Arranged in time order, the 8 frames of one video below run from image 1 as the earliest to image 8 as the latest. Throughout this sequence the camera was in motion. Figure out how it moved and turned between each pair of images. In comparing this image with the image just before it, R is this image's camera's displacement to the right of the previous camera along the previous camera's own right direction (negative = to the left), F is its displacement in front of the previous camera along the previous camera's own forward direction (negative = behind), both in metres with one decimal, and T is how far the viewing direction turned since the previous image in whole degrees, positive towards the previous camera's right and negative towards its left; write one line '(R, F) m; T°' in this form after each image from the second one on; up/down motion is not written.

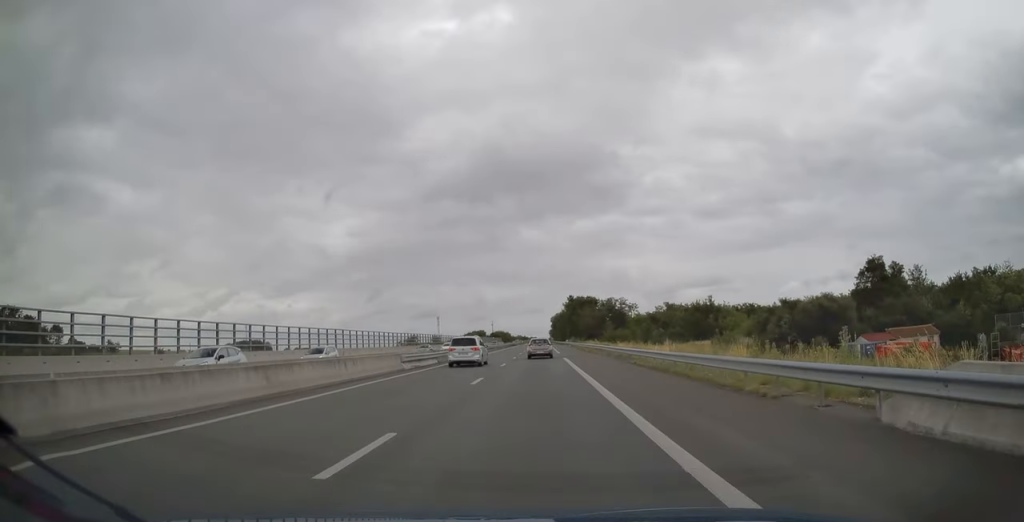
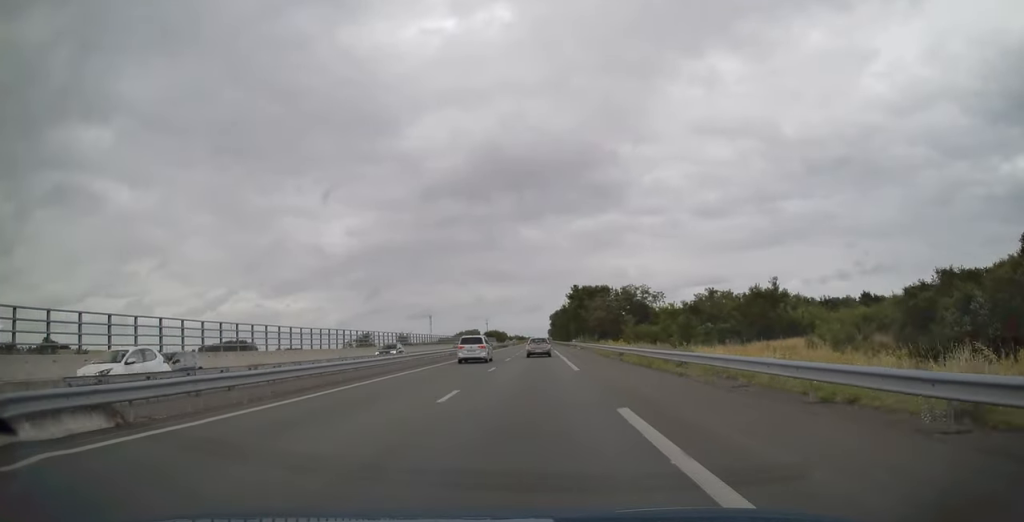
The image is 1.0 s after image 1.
(-0.2, +31.6) m; 0°
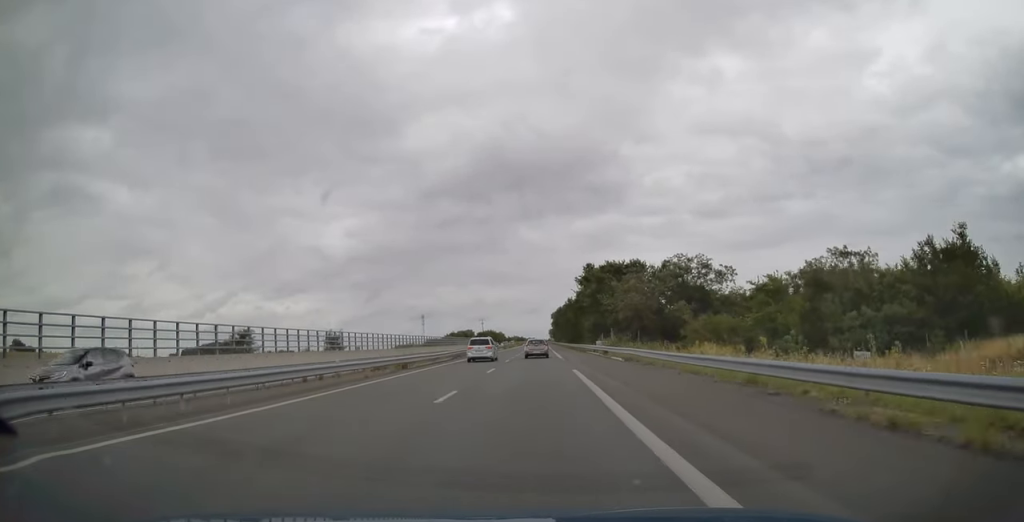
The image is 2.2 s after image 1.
(+0.3, +38.0) m; 0°
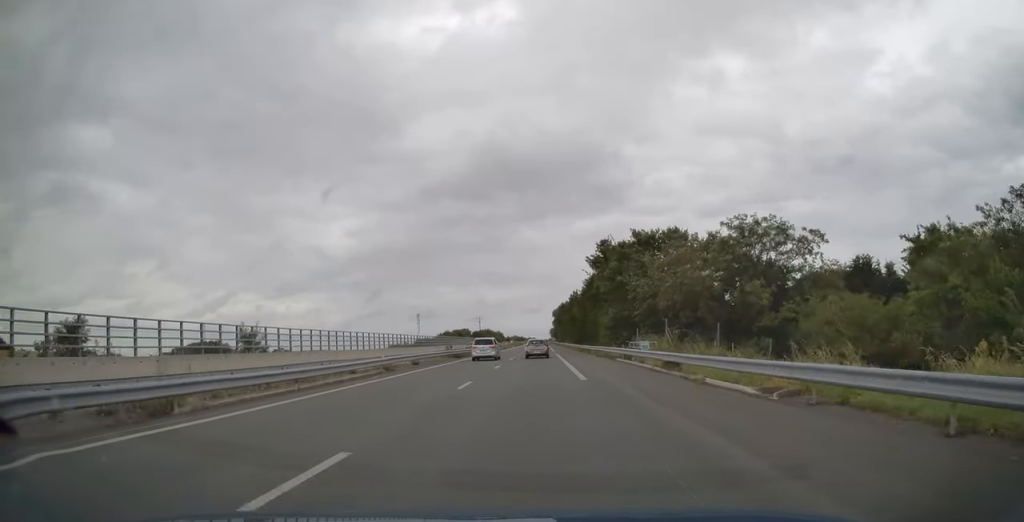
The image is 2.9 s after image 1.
(0.0, +22.0) m; 0°
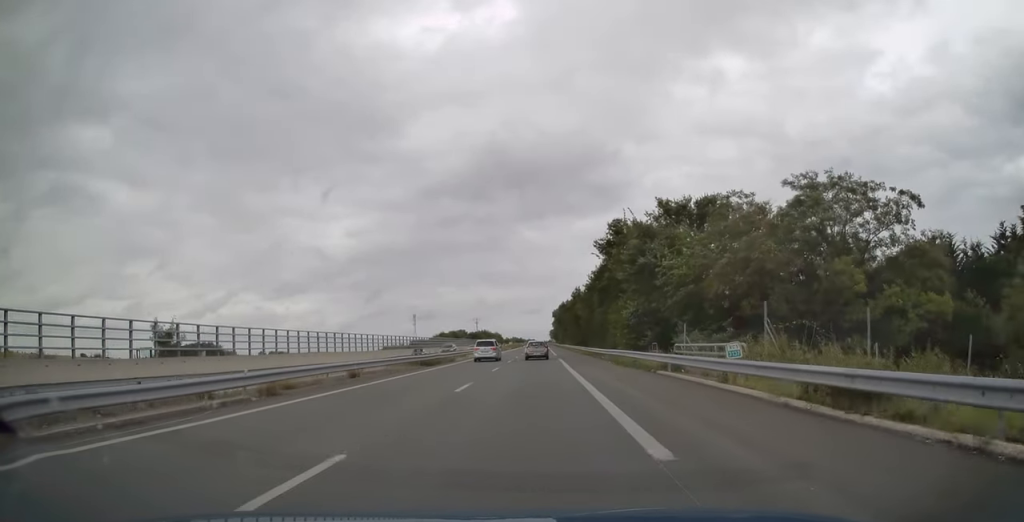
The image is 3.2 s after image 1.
(-0.1, +12.9) m; 0°
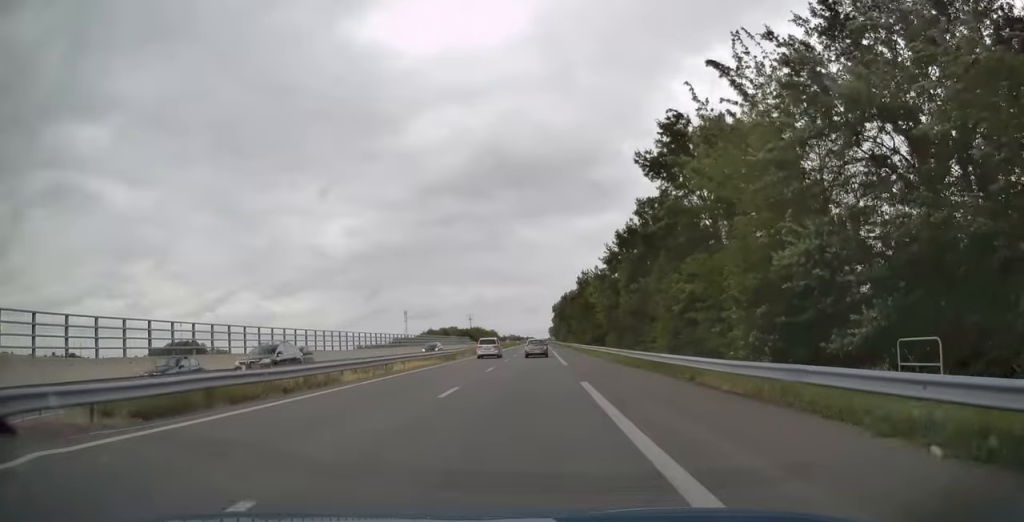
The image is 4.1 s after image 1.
(0.0, +27.9) m; 0°
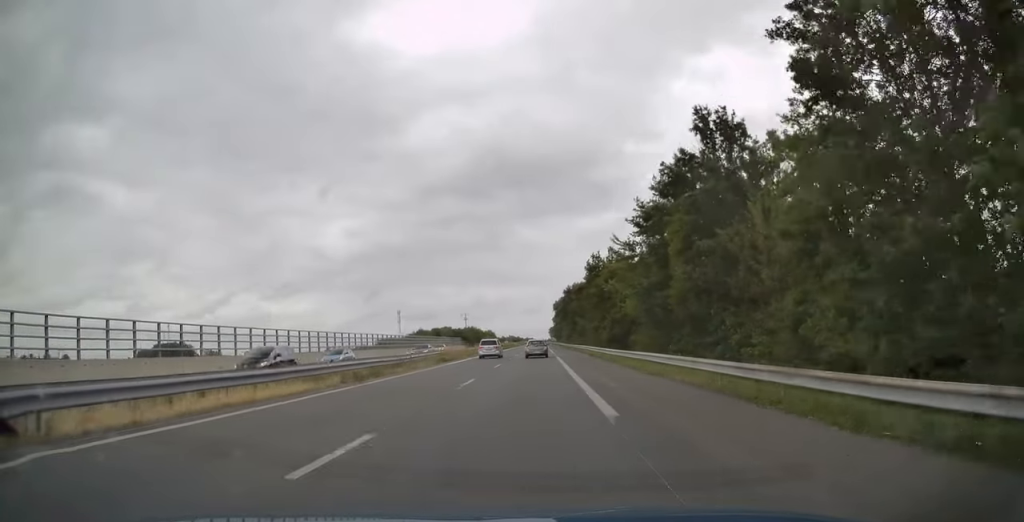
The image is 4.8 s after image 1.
(+0.2, +21.4) m; 0°
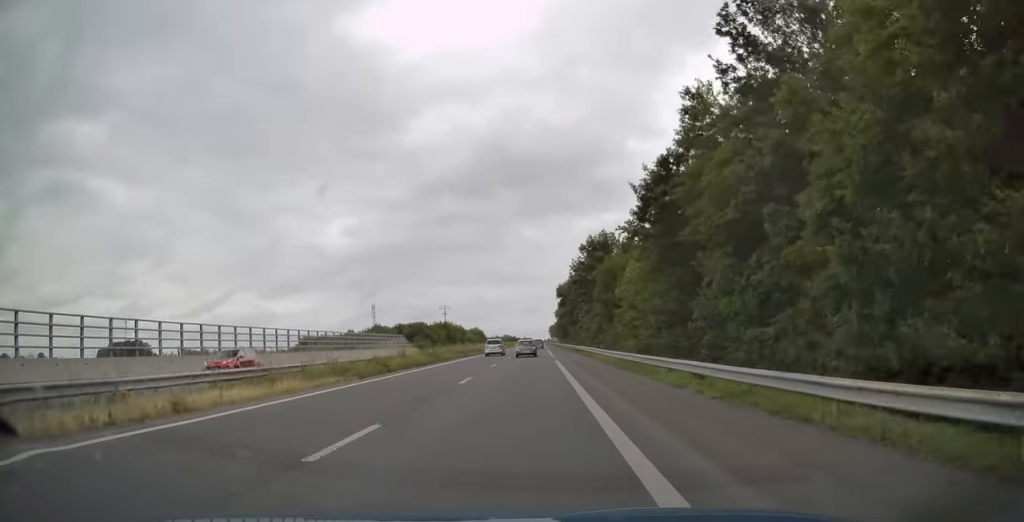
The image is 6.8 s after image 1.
(0.0, +64.2) m; -1°
